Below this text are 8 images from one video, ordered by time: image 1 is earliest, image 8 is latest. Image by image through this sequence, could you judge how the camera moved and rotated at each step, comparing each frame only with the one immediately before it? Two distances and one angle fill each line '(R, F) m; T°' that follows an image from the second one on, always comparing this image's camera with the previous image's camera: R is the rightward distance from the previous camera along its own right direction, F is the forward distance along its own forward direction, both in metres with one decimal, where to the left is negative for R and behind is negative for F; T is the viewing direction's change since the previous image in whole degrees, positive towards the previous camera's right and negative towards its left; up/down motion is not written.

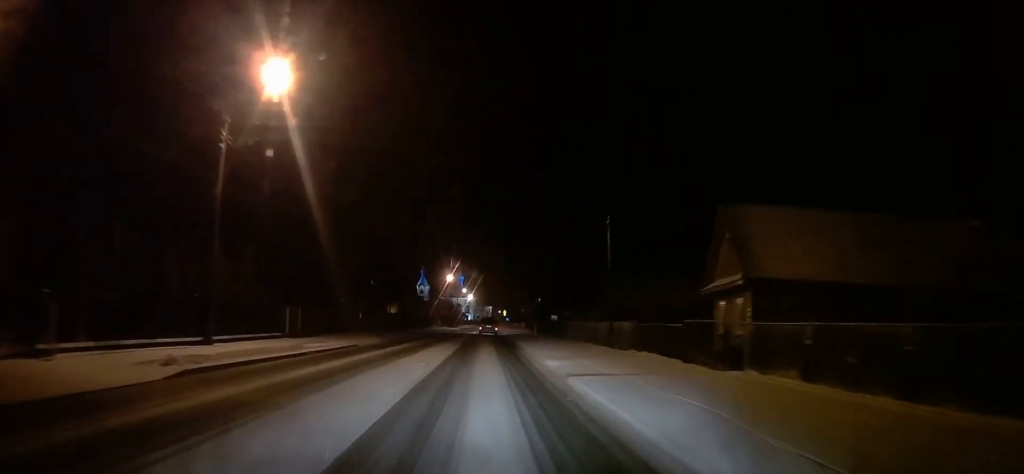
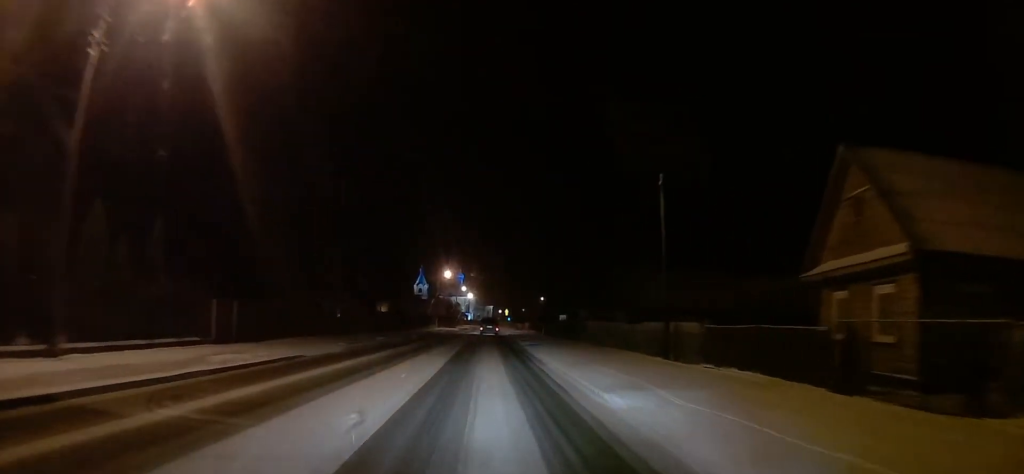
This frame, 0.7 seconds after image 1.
(-0.1, +8.4) m; +2°
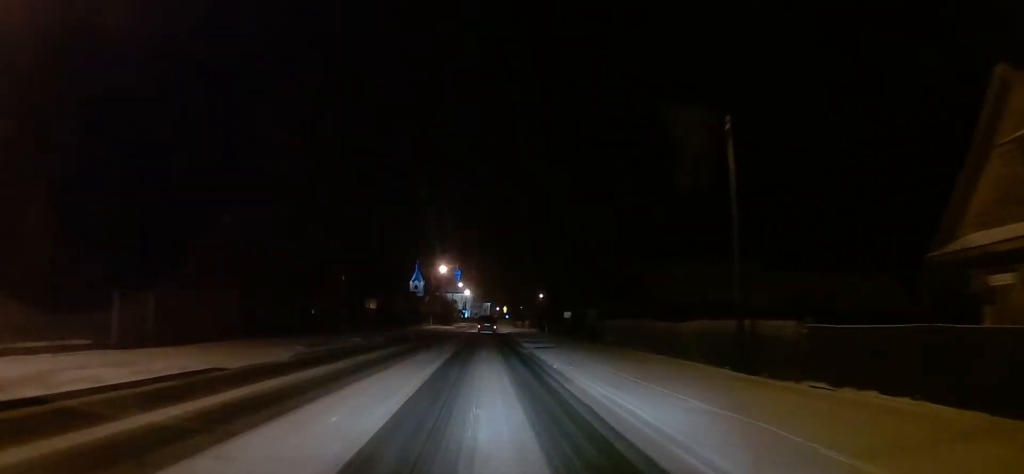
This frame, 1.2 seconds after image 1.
(-0.1, +6.4) m; +1°
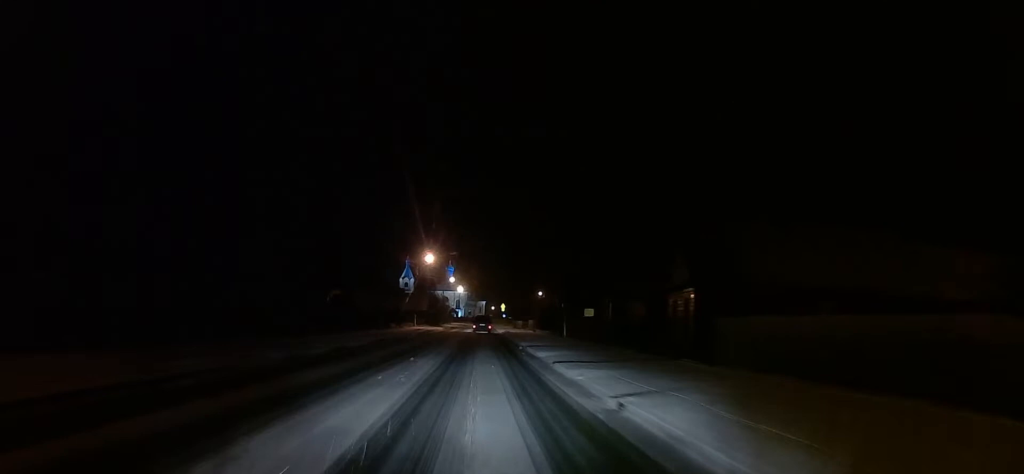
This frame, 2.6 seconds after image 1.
(+0.7, +16.7) m; 0°
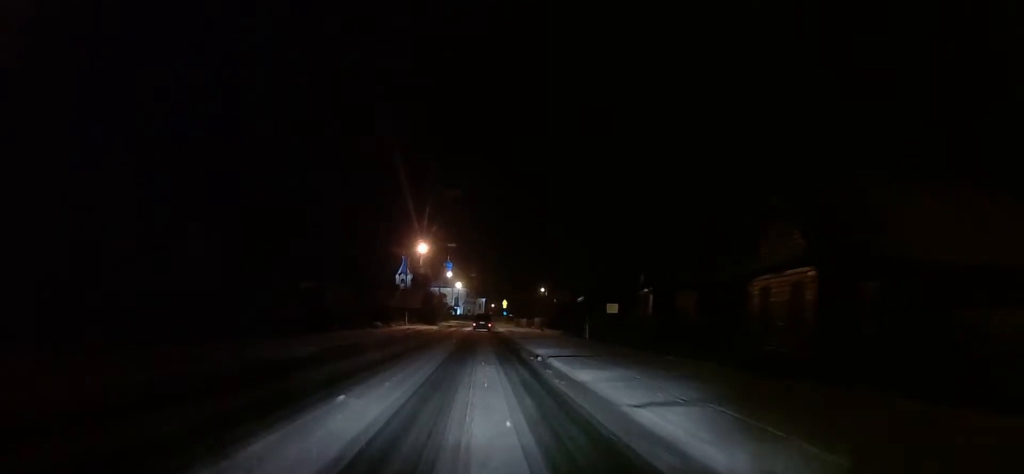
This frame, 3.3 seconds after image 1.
(-0.2, +9.3) m; -3°
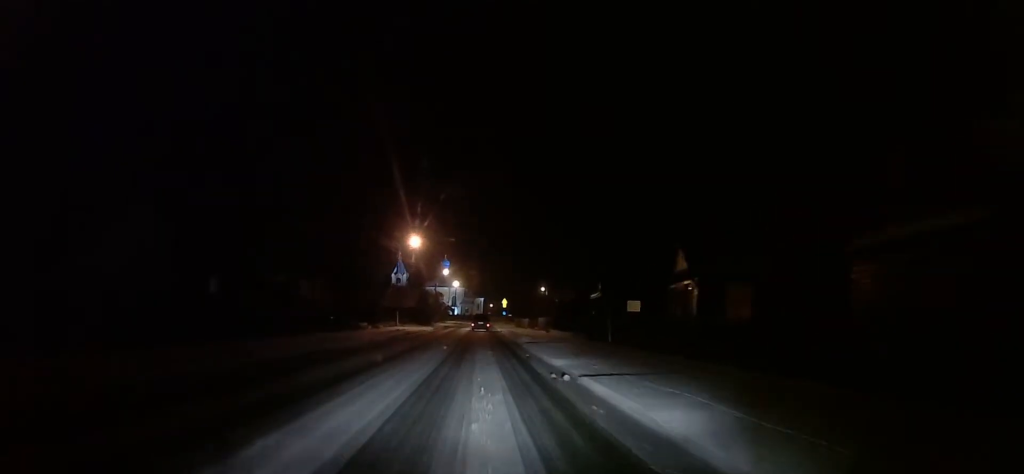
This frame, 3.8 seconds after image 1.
(-0.2, +6.4) m; -1°
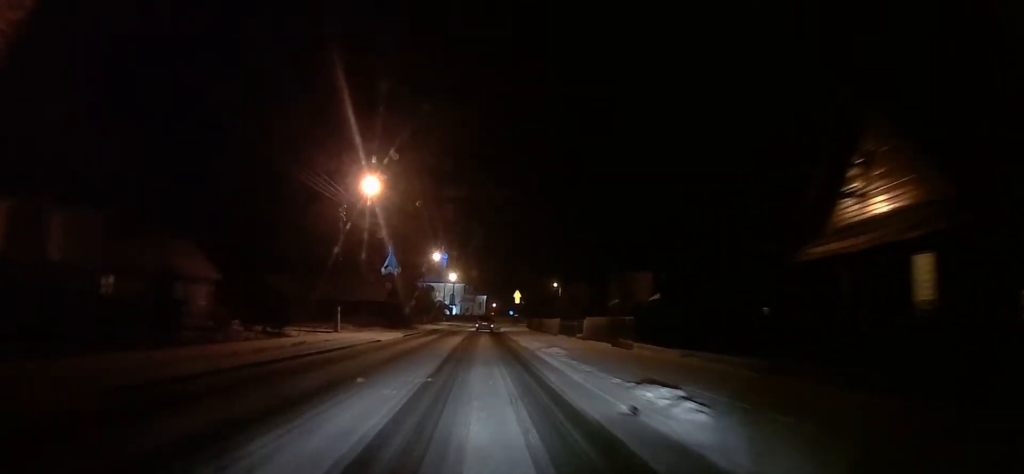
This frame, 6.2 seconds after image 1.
(-0.1, +29.1) m; +2°
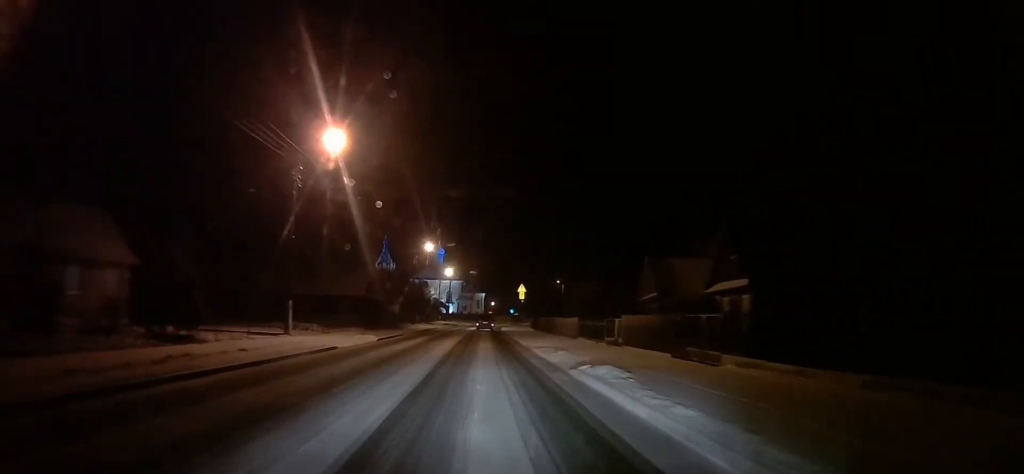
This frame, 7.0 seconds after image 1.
(+0.4, +9.6) m; 0°
